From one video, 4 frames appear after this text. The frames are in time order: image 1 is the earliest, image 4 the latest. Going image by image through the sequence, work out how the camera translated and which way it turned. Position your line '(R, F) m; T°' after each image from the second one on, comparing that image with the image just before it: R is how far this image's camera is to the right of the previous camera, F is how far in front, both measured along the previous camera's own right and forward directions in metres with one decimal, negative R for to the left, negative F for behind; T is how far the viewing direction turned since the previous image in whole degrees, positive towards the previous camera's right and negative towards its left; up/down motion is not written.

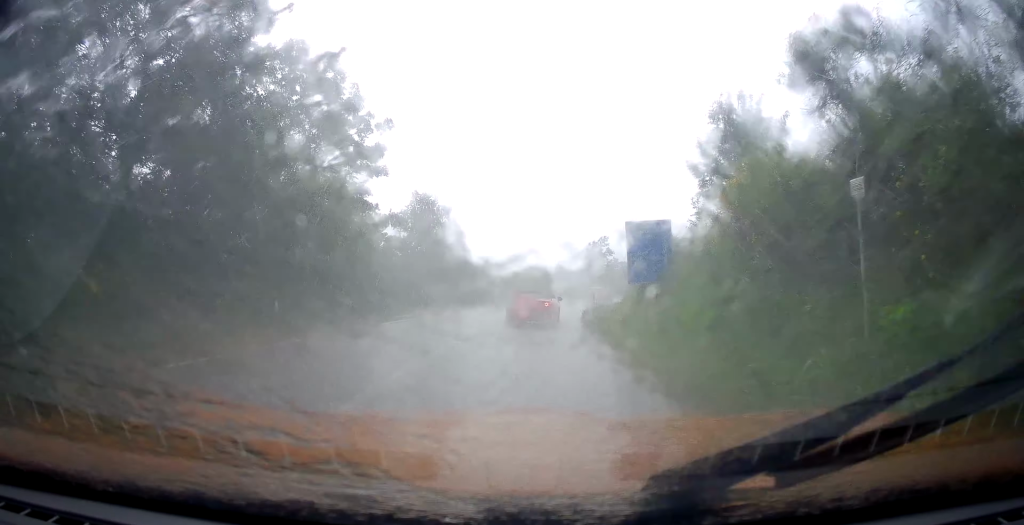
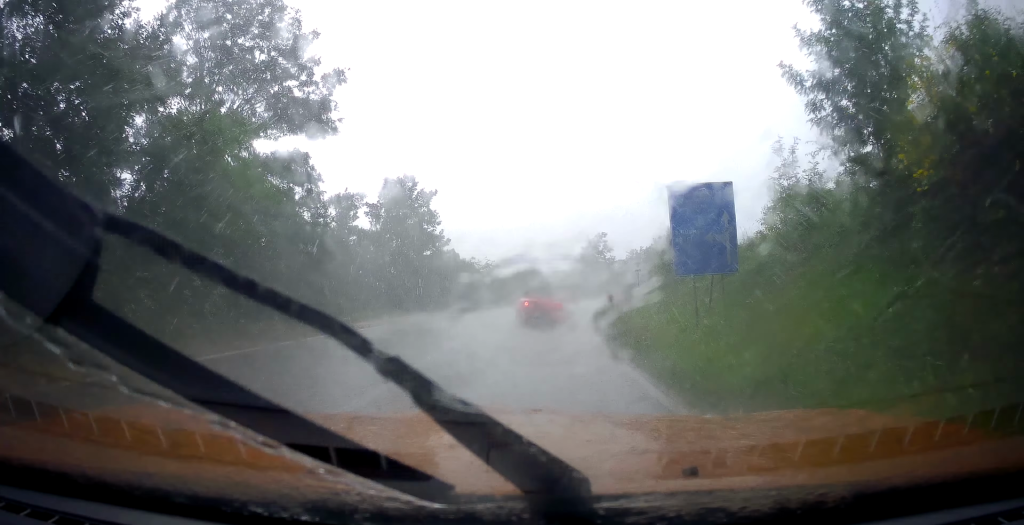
(-0.2, +6.3) m; -2°
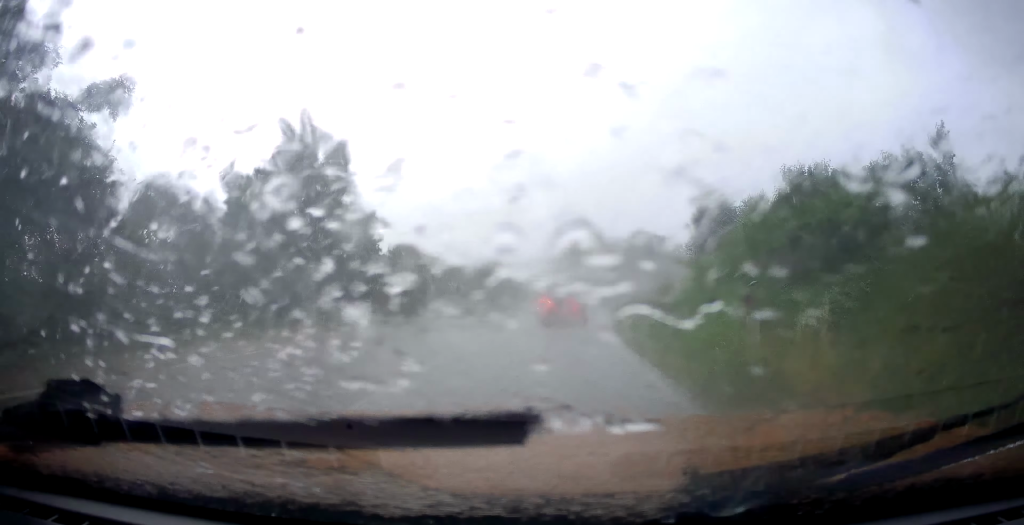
(0.0, +12.4) m; +3°
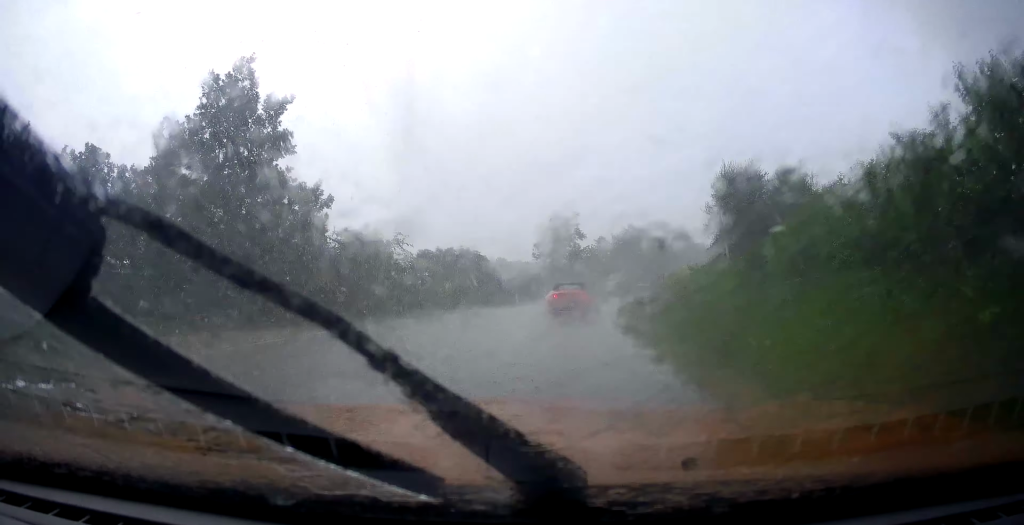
(+0.2, +5.4) m; +2°
